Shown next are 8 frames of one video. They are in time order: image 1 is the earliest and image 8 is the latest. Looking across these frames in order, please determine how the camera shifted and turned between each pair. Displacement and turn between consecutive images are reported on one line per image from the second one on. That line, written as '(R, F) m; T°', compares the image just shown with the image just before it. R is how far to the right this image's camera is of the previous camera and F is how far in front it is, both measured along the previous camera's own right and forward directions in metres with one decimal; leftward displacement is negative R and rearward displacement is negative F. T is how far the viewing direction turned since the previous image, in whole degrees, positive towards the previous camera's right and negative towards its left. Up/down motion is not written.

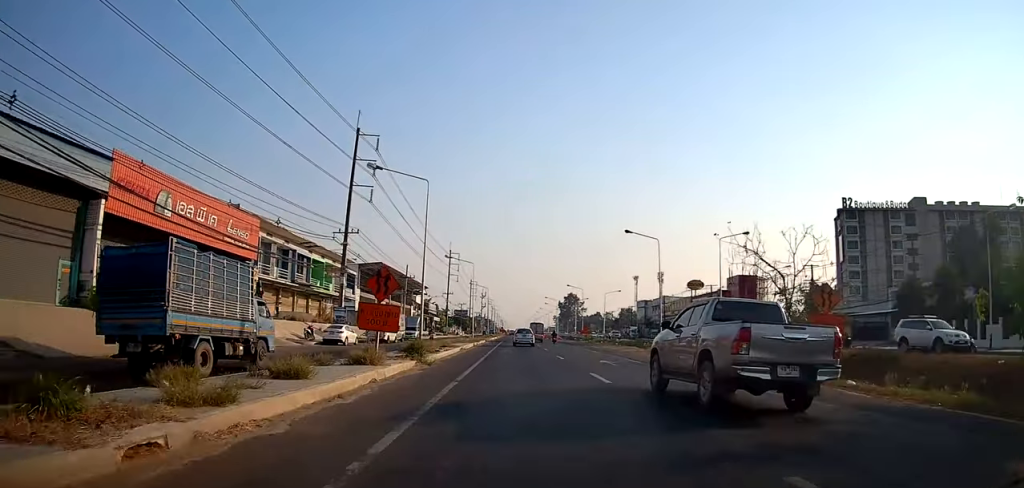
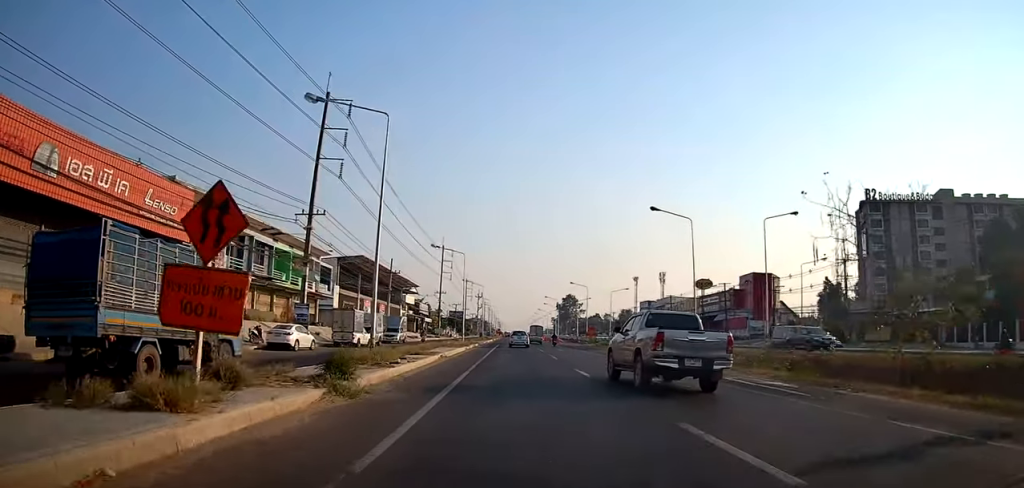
(0.0, +9.1) m; 0°
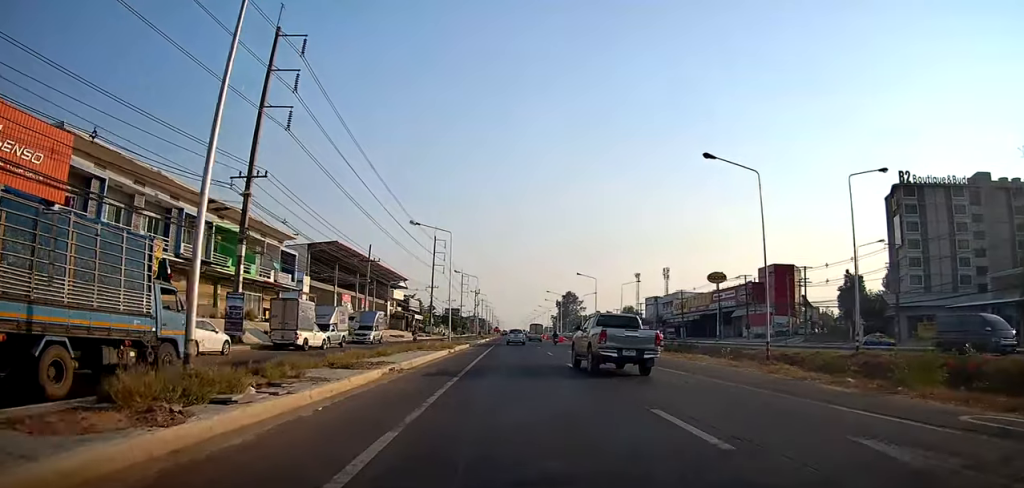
(0.0, +10.7) m; 0°
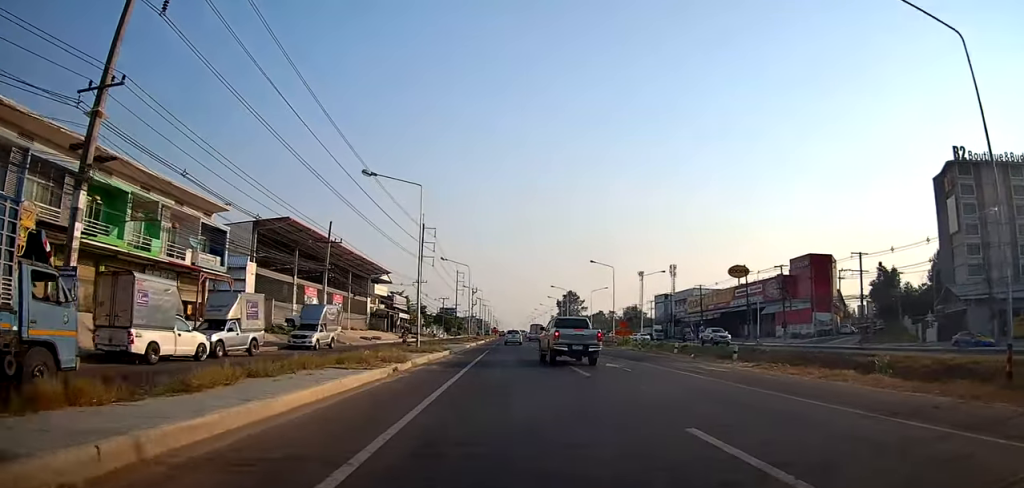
(-0.1, +14.0) m; +1°
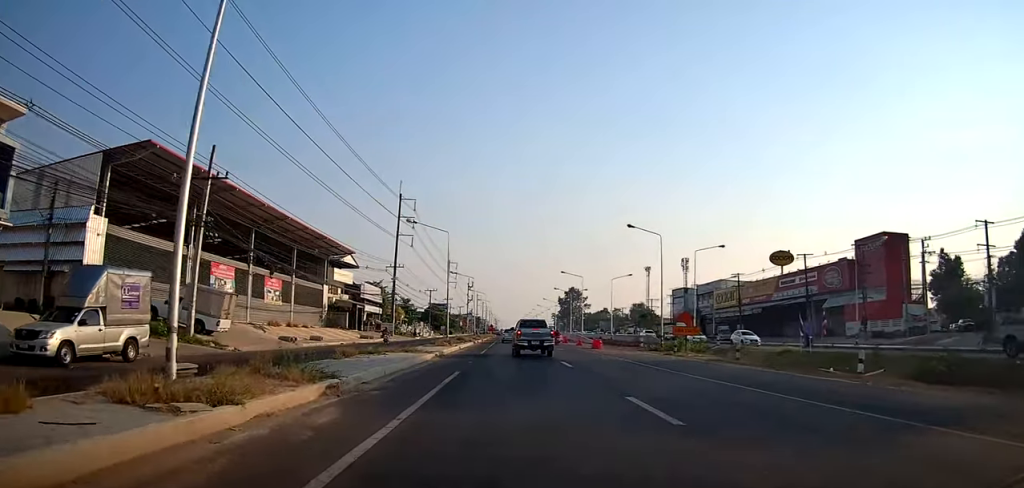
(+0.7, +20.8) m; +2°
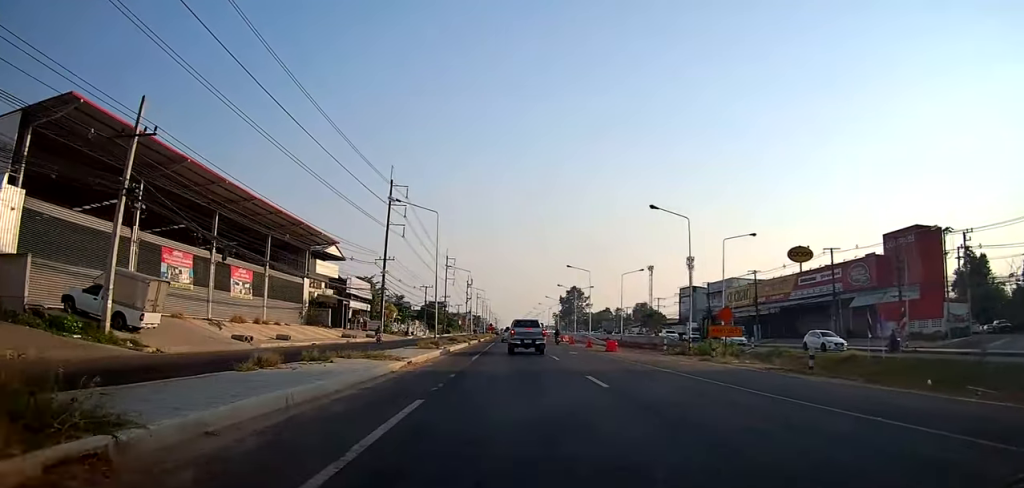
(0.0, +7.0) m; -1°
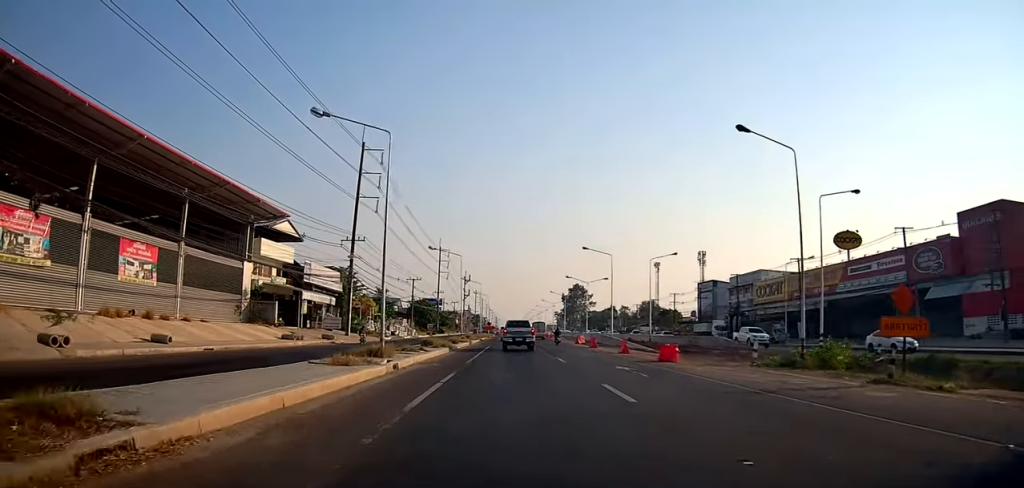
(-0.5, +15.2) m; -2°
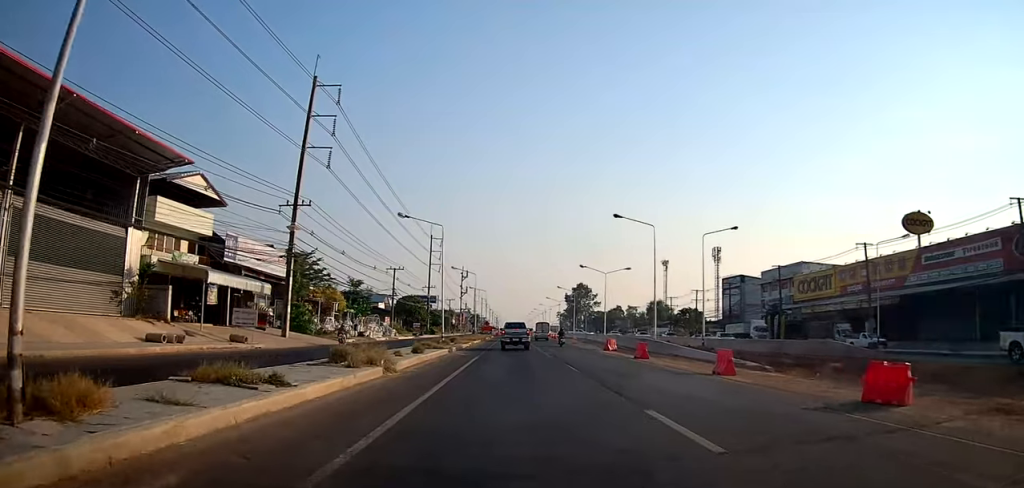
(0.0, +16.4) m; 0°
